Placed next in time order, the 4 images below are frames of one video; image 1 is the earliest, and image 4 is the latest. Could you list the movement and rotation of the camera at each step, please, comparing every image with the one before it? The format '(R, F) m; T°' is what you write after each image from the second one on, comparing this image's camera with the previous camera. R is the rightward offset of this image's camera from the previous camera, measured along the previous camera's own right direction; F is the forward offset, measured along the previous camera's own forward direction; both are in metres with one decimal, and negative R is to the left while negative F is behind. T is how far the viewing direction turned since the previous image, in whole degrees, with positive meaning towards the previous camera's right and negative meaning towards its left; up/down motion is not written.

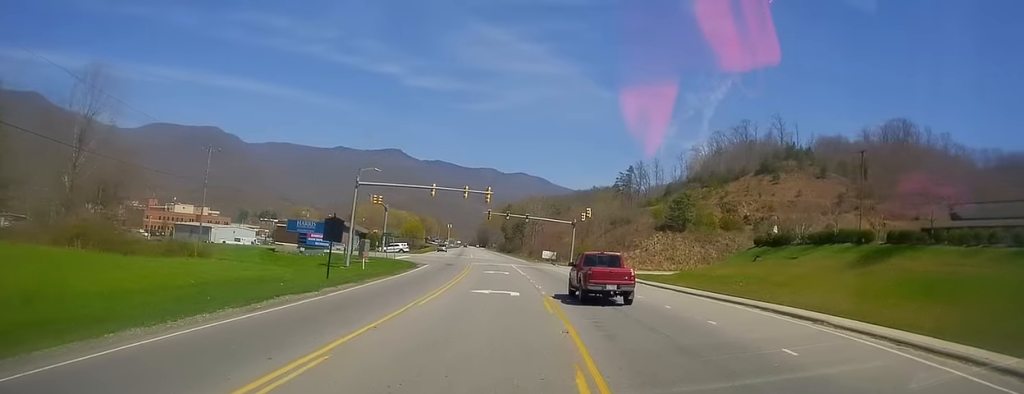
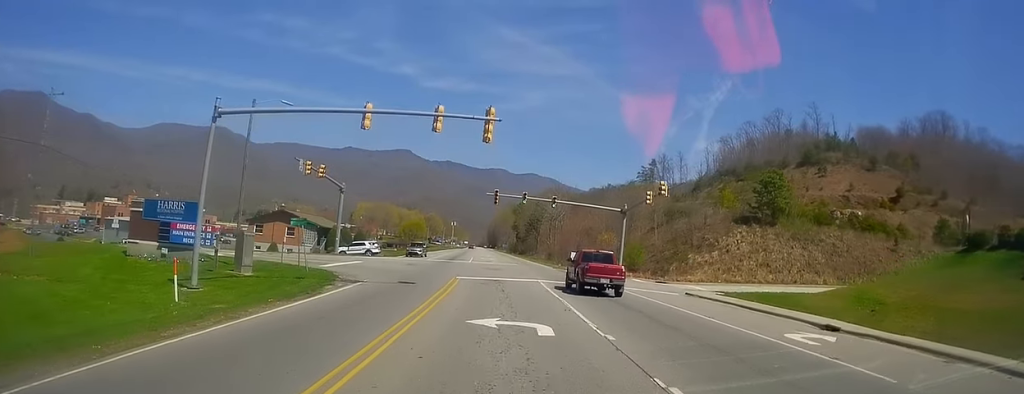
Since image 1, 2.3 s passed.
(-0.1, +30.2) m; 0°
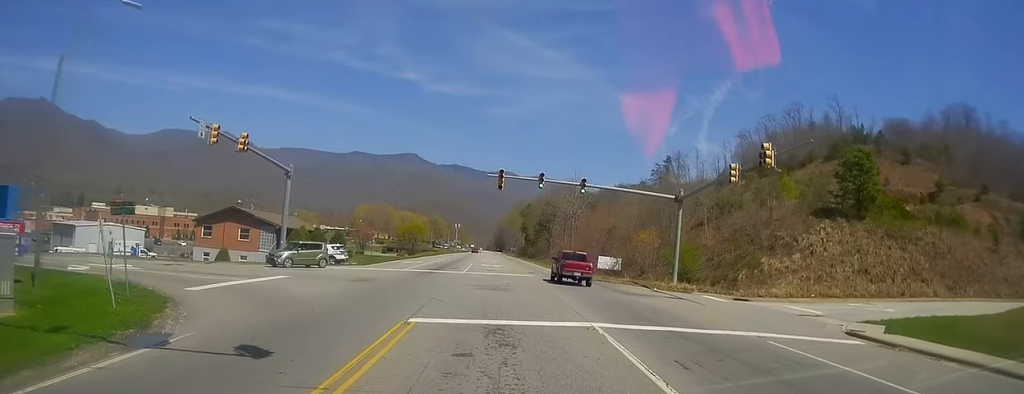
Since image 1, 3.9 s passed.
(-0.8, +17.2) m; -4°
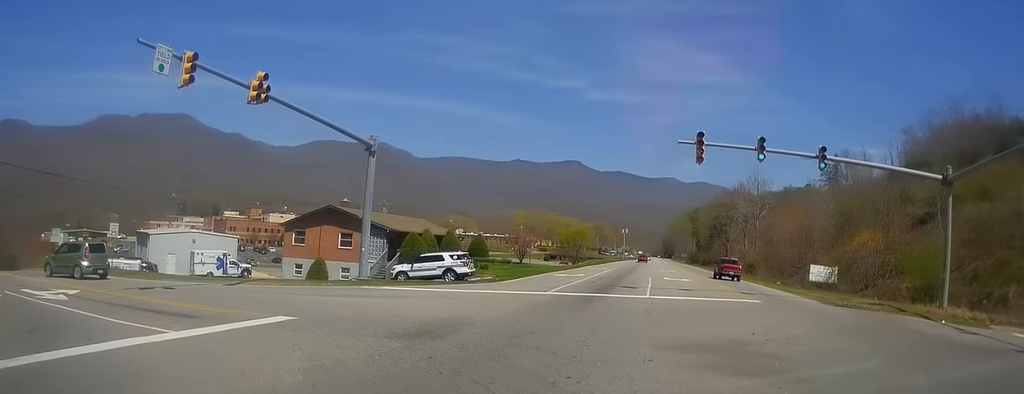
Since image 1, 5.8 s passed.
(-1.0, +15.3) m; -16°
